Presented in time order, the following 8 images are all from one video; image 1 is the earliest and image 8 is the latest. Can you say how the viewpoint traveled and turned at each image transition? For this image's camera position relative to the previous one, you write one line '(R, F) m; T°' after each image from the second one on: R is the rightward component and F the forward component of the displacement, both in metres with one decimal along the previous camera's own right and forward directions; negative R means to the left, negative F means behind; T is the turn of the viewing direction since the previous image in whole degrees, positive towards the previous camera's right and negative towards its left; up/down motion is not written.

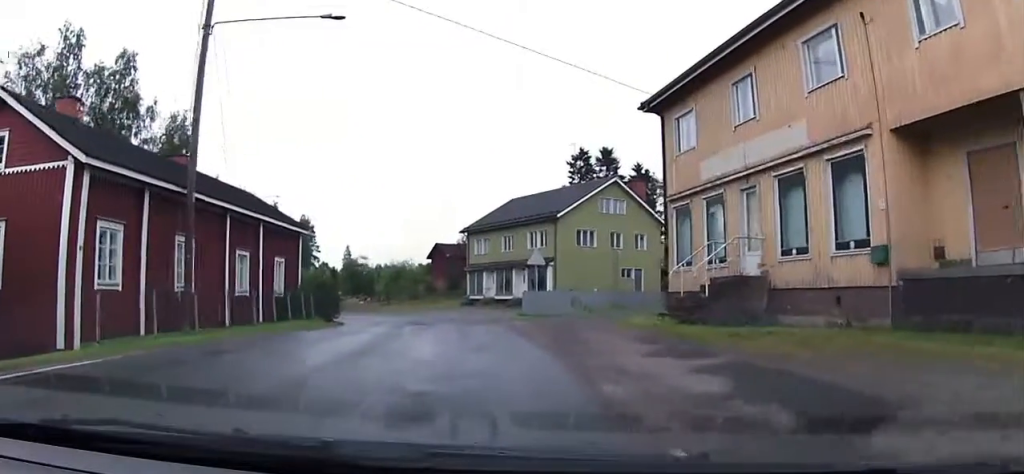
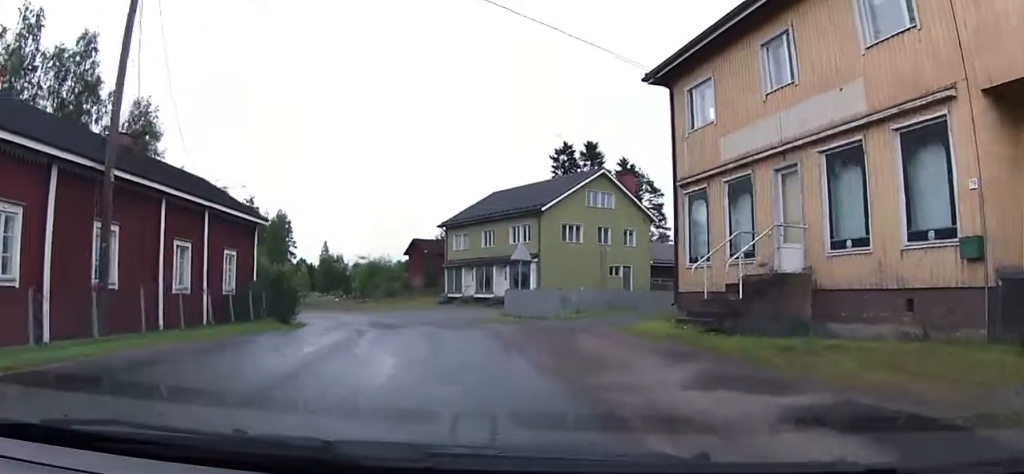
(0.0, +3.5) m; +1°
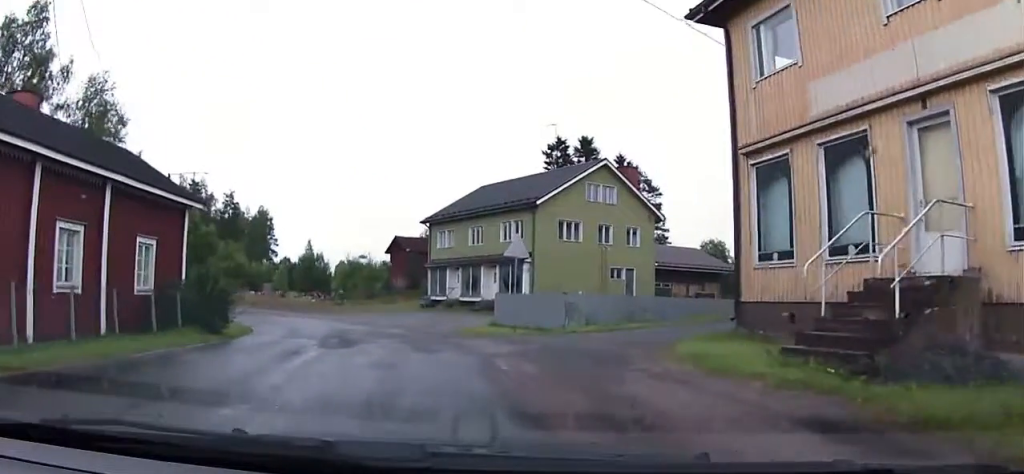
(+0.1, +5.7) m; -3°
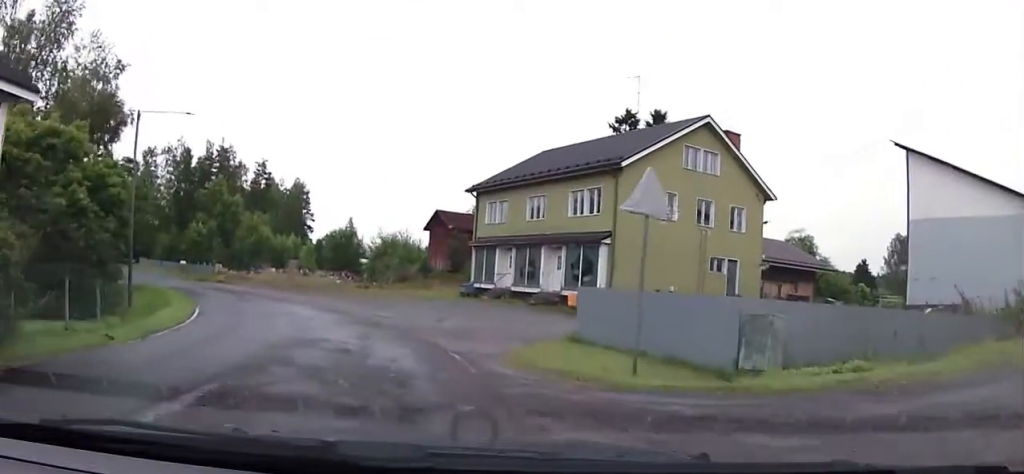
(-0.4, +10.9) m; -2°
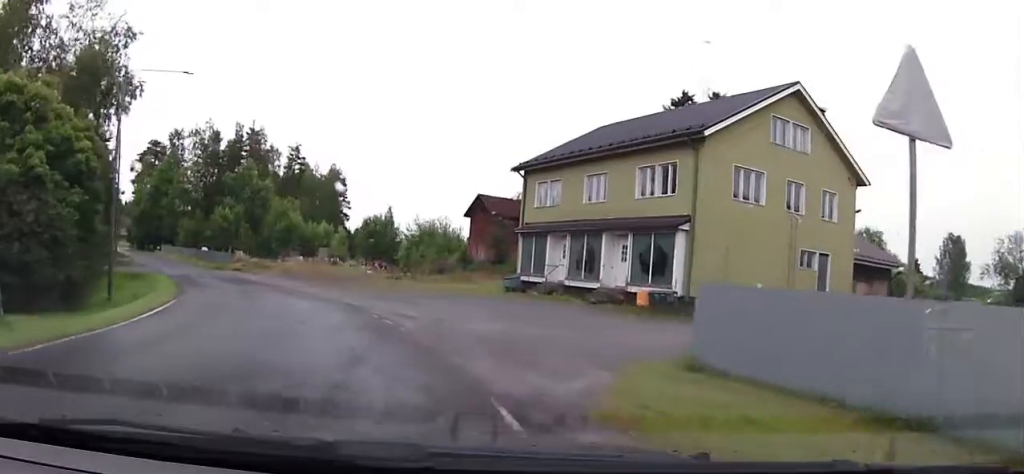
(-0.1, +5.7) m; -6°
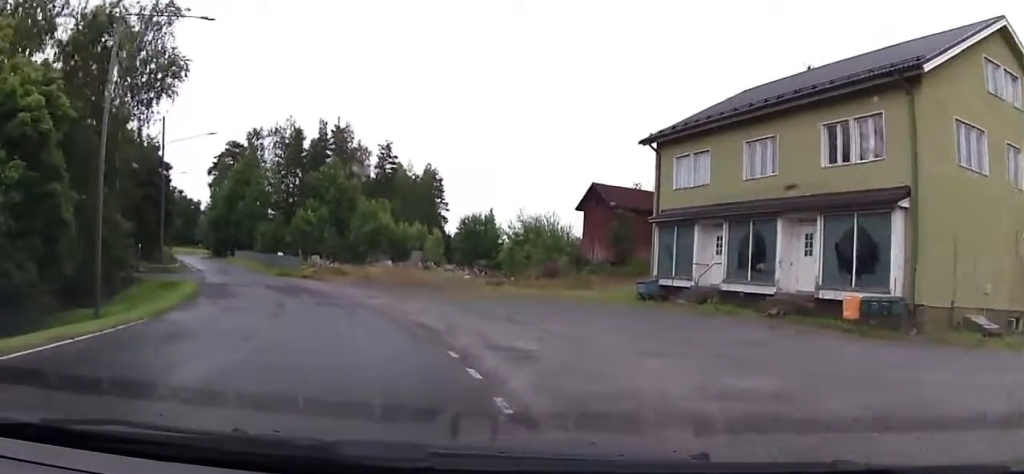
(-1.0, +8.5) m; -5°
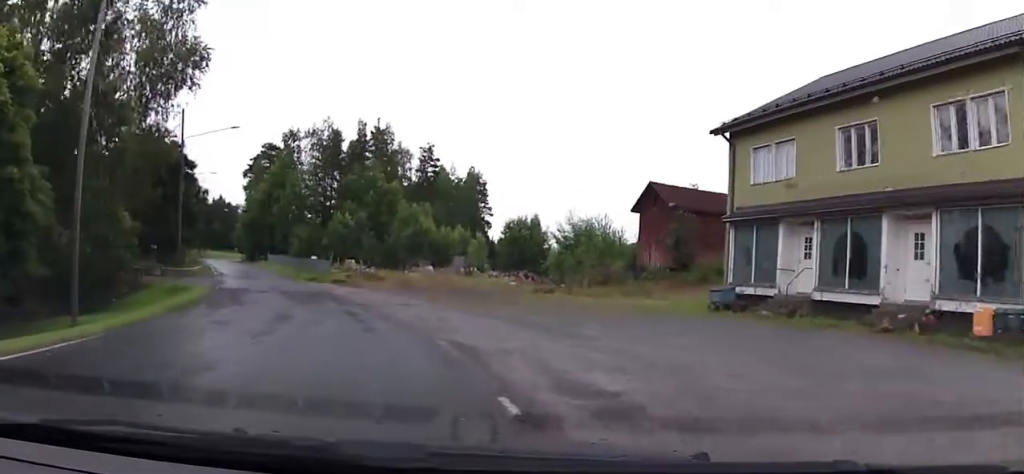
(+0.2, +3.6) m; -3°
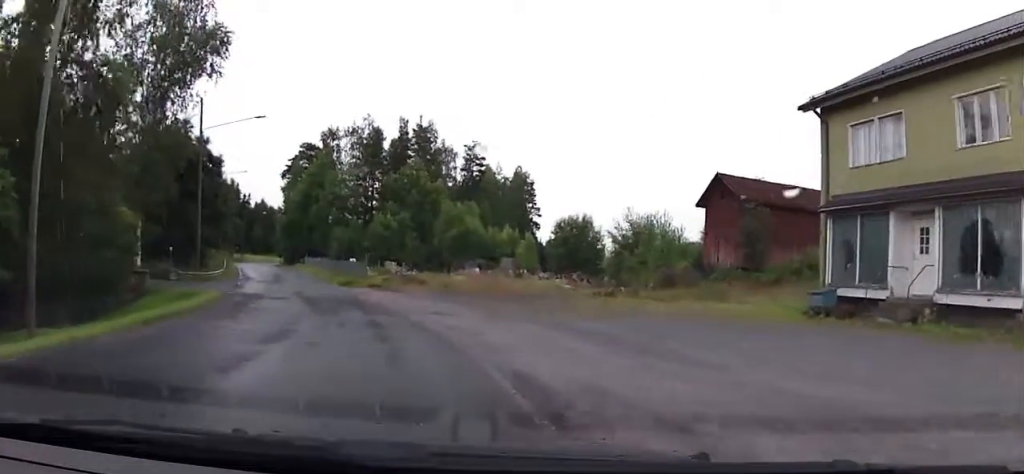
(+0.1, +3.8) m; -3°
